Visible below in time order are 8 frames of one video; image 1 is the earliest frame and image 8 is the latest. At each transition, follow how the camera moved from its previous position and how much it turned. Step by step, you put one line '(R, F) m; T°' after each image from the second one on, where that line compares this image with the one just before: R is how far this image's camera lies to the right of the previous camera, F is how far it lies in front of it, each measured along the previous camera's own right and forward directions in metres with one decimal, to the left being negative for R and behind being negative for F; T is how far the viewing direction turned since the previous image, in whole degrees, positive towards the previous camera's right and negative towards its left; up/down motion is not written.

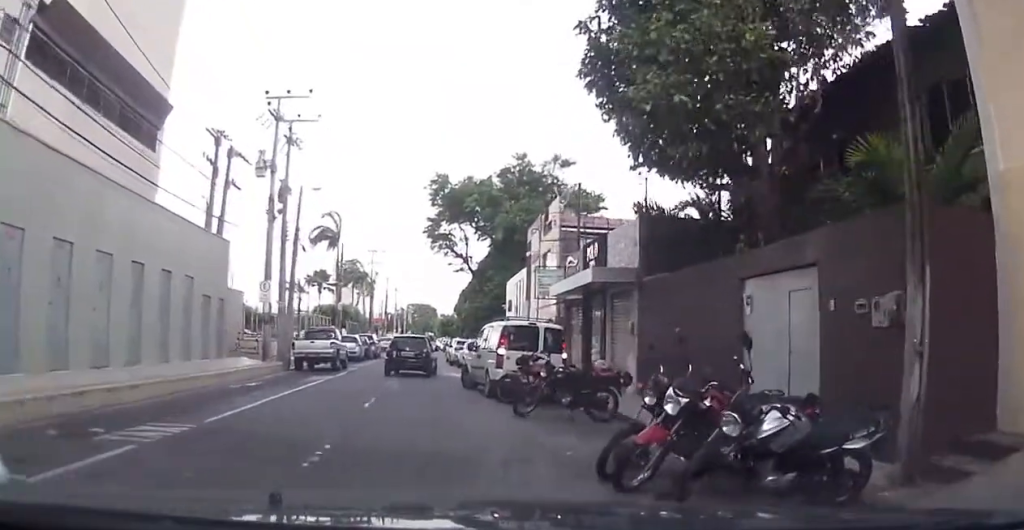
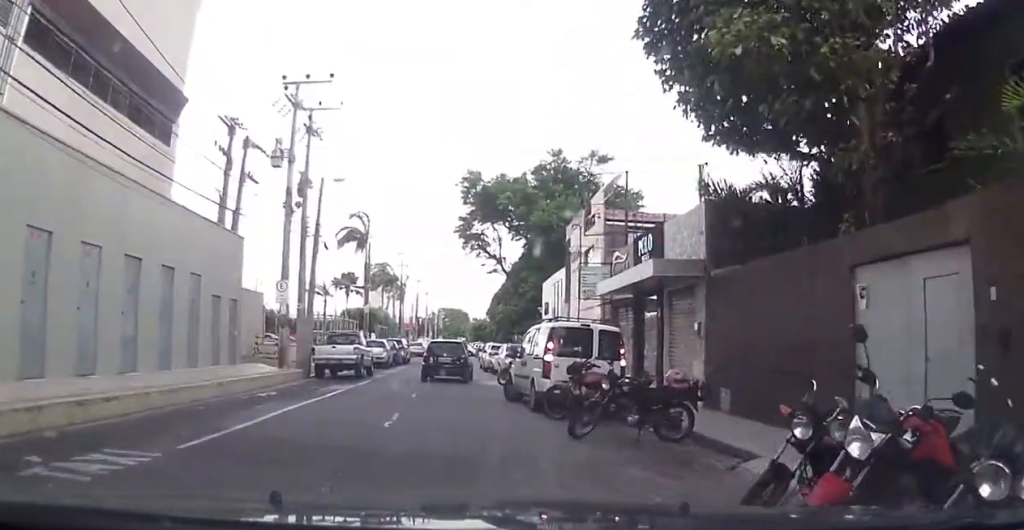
(-0.3, +2.1) m; -6°
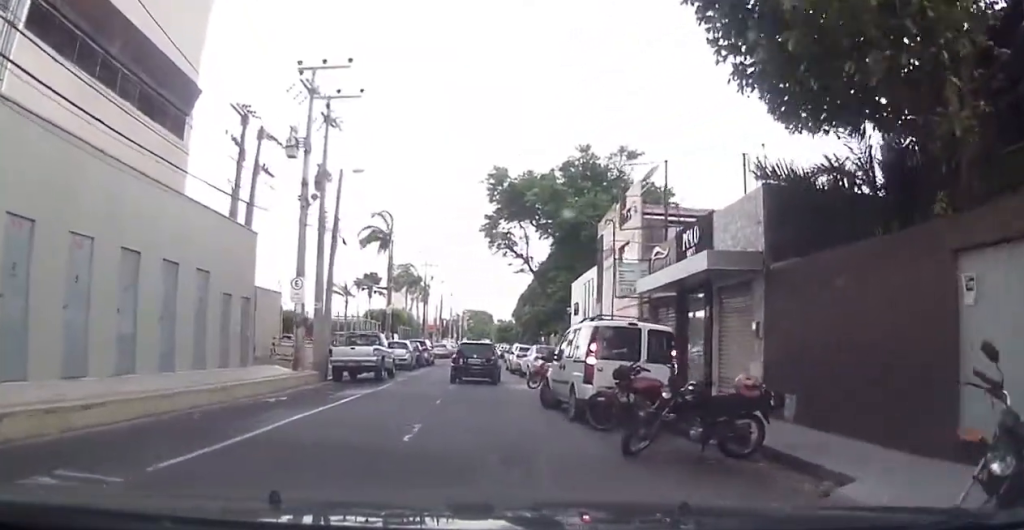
(-0.1, +1.4) m; -4°
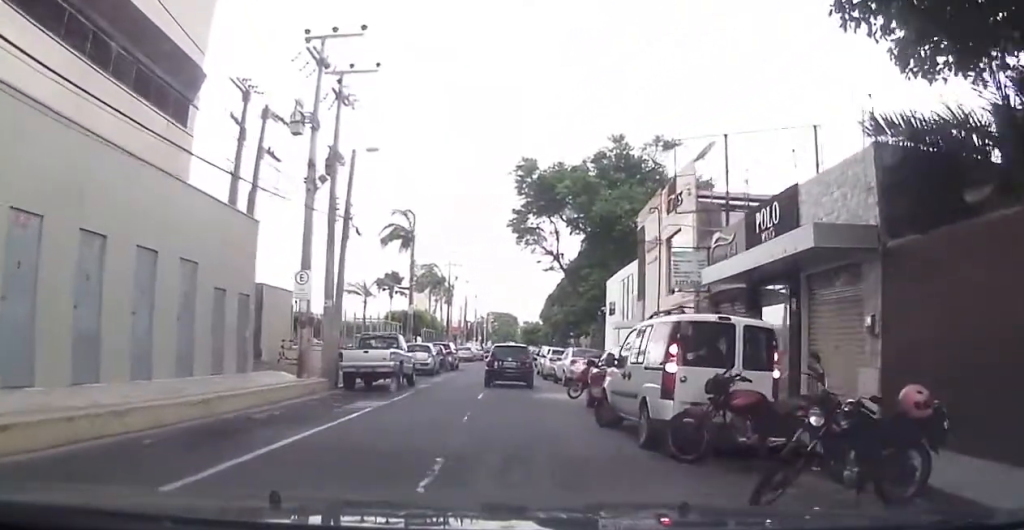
(0.0, +2.8) m; +6°
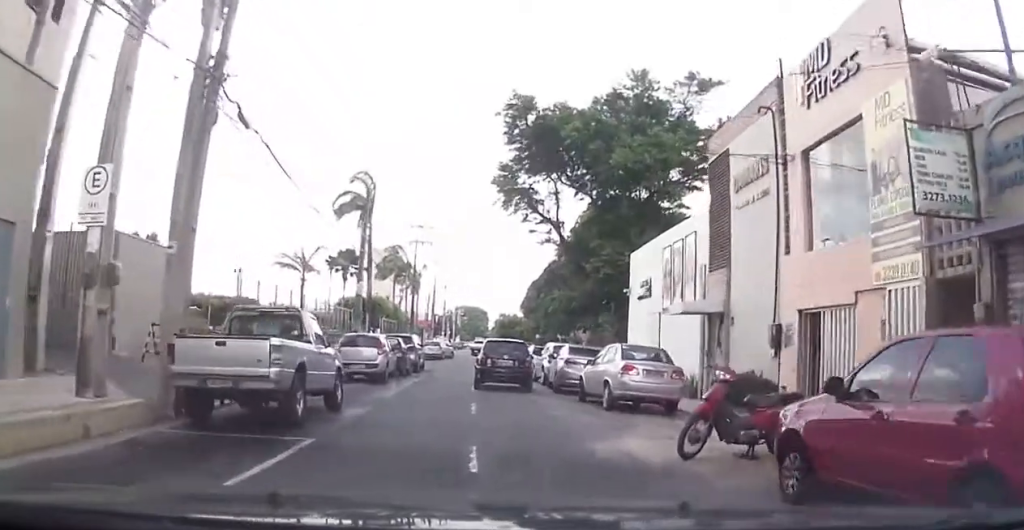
(+0.8, +10.5) m; +6°
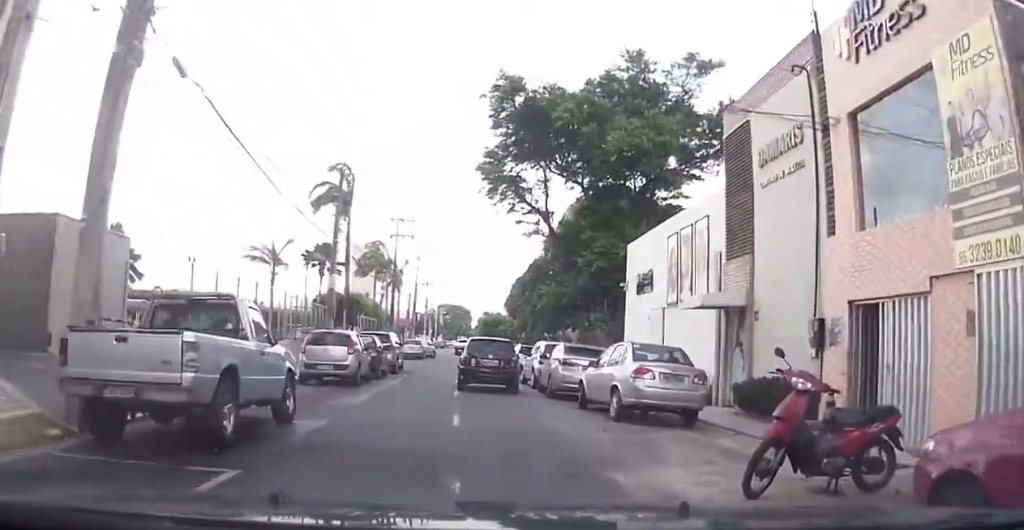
(+0.2, +2.4) m; 0°
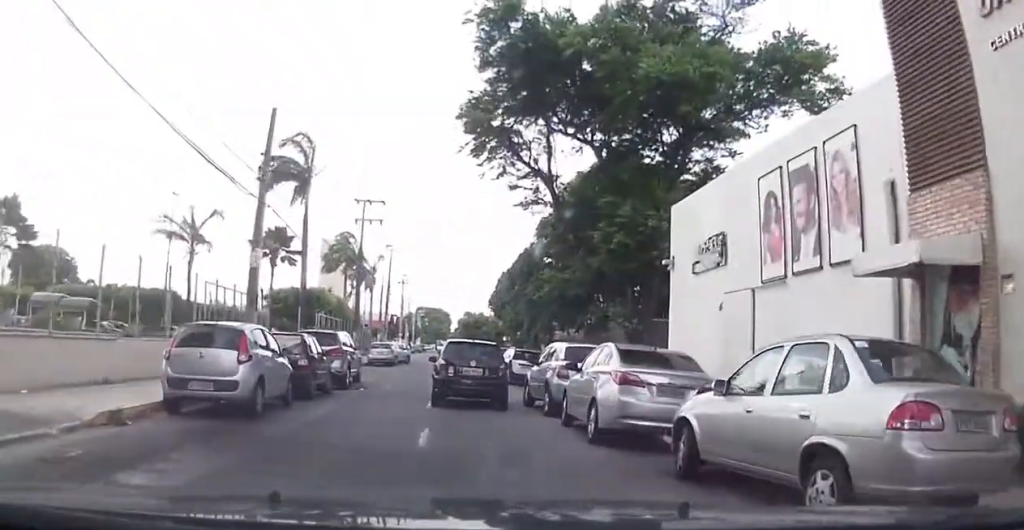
(-0.2, +8.0) m; +1°
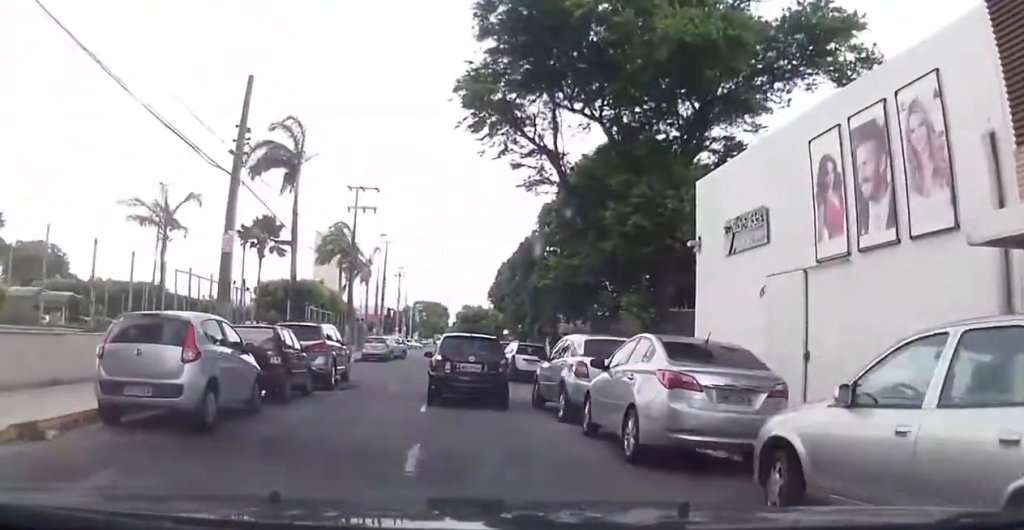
(+0.2, +2.3) m; +3°
